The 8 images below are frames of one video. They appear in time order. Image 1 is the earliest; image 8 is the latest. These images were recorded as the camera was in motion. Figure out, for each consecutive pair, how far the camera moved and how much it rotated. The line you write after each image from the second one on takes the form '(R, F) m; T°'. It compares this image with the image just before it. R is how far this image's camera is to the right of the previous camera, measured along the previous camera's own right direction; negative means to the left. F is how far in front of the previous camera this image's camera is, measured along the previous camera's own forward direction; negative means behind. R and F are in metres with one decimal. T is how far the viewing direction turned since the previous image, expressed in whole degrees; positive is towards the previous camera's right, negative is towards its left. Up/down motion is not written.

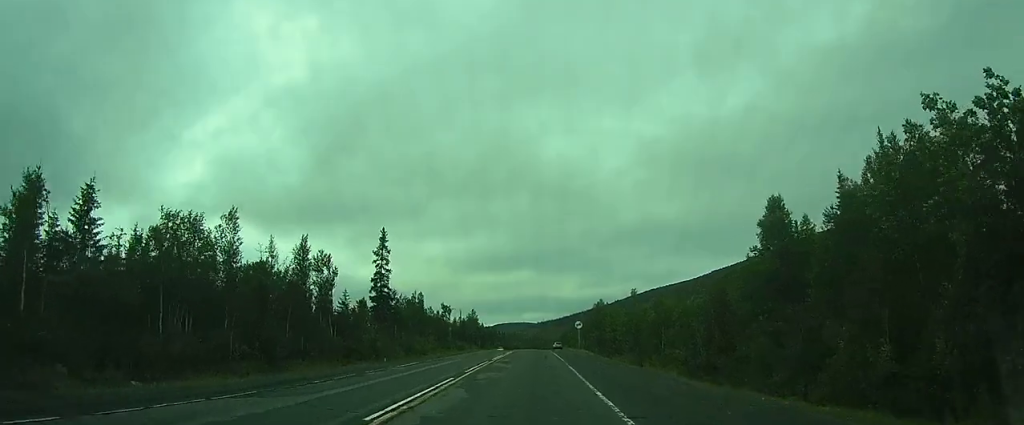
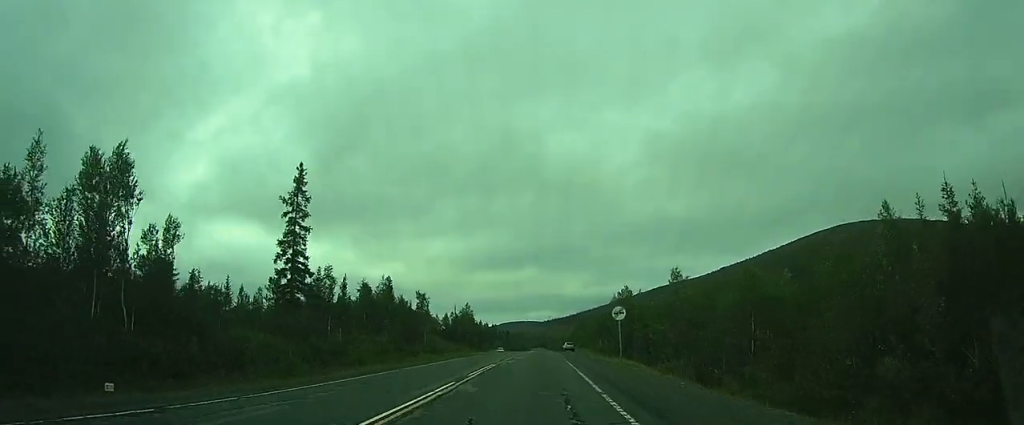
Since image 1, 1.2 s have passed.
(-0.1, +26.2) m; -1°
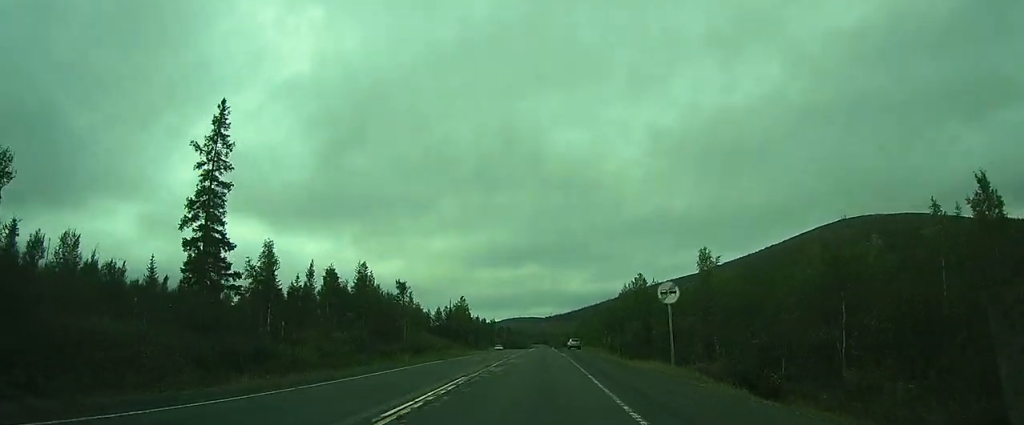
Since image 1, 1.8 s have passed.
(-0.1, +11.9) m; 0°
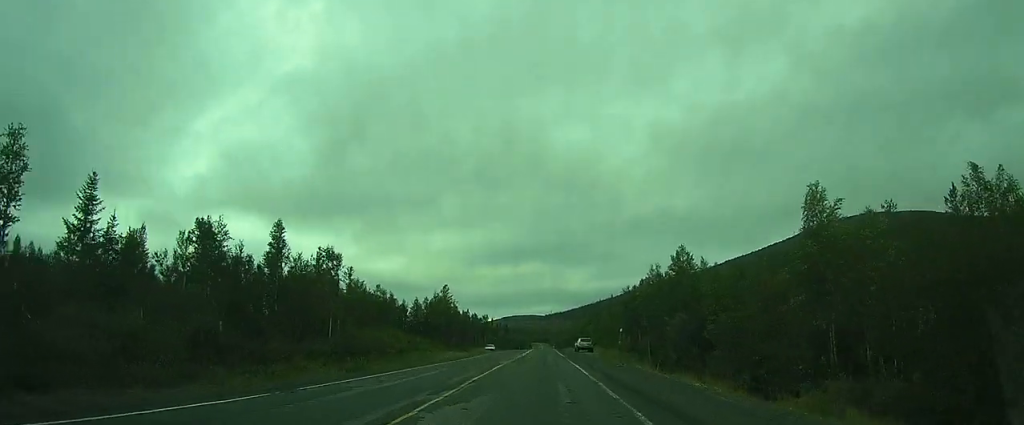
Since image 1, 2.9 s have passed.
(0.0, +22.1) m; 0°
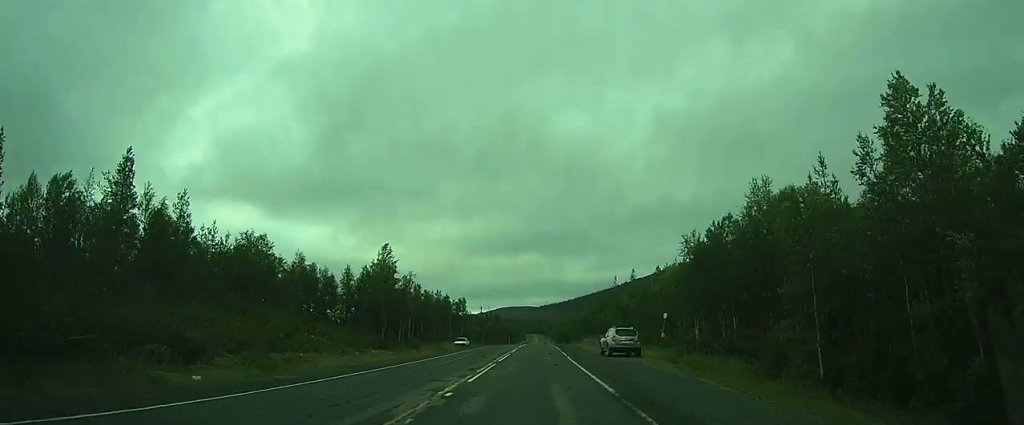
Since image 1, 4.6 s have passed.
(+0.1, +34.7) m; 0°
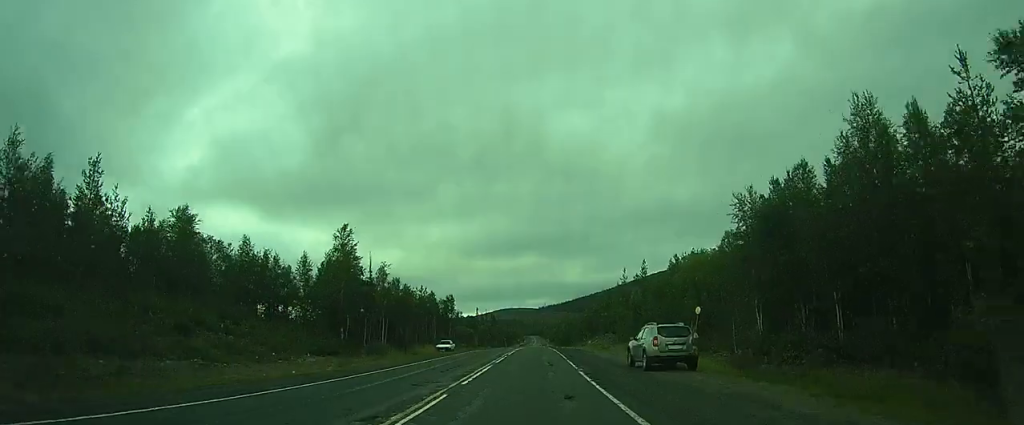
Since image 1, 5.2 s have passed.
(0.0, +12.1) m; 0°
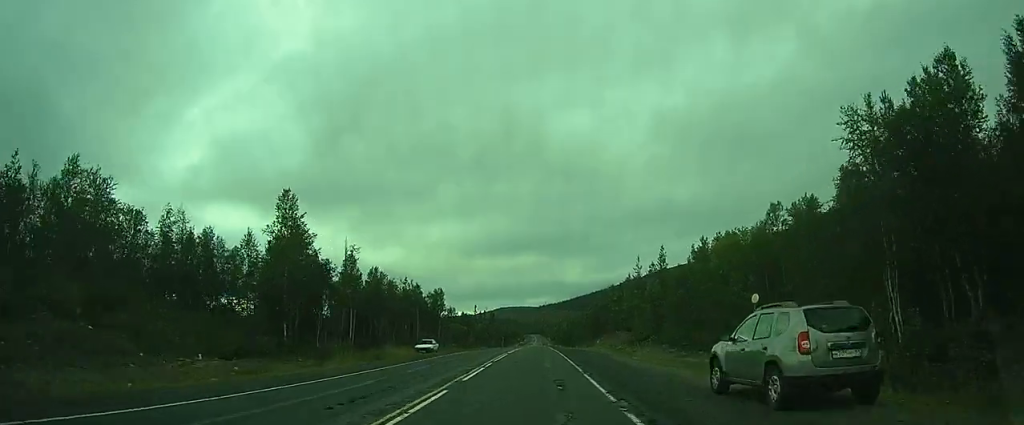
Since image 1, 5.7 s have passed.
(0.0, +11.4) m; 0°
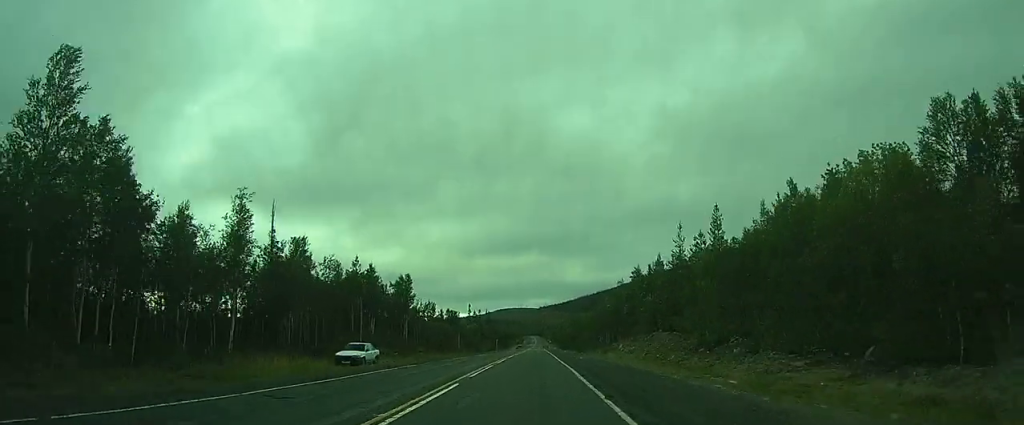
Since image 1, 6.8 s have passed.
(0.0, +21.4) m; 0°
